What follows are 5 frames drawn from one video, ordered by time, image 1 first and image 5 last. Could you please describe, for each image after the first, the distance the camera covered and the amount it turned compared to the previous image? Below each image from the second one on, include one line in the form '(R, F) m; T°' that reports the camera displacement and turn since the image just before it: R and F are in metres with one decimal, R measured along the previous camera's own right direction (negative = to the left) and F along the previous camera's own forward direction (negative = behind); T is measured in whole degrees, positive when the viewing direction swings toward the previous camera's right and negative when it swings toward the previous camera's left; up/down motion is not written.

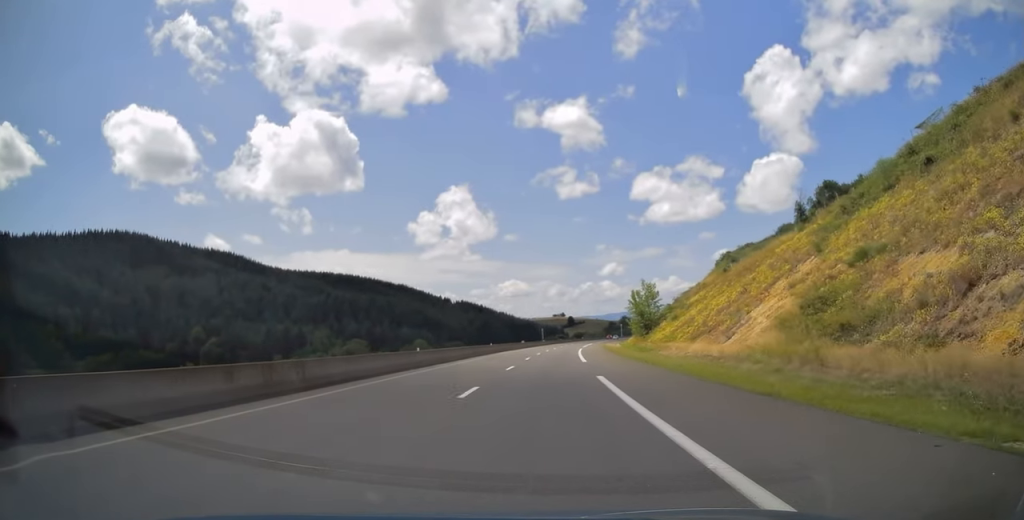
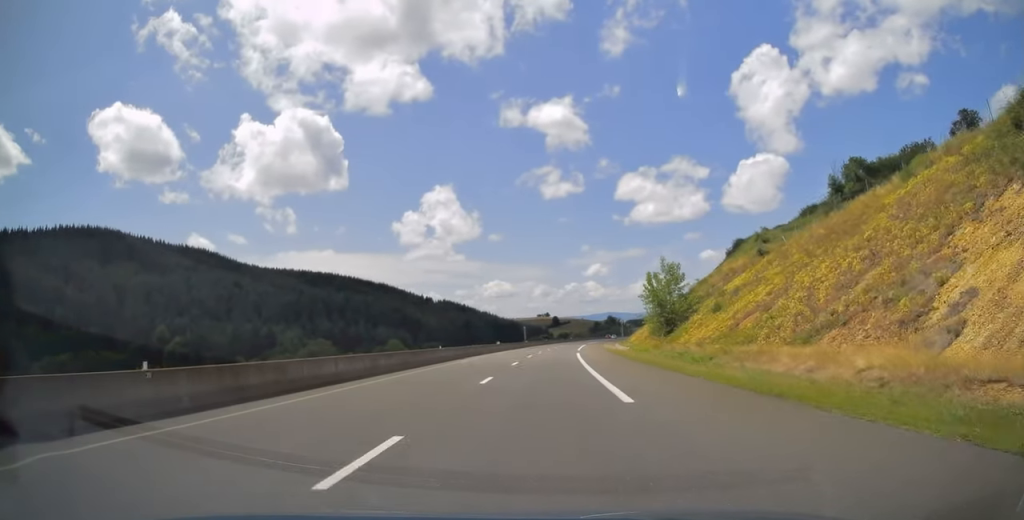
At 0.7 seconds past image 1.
(+0.3, +21.6) m; +1°
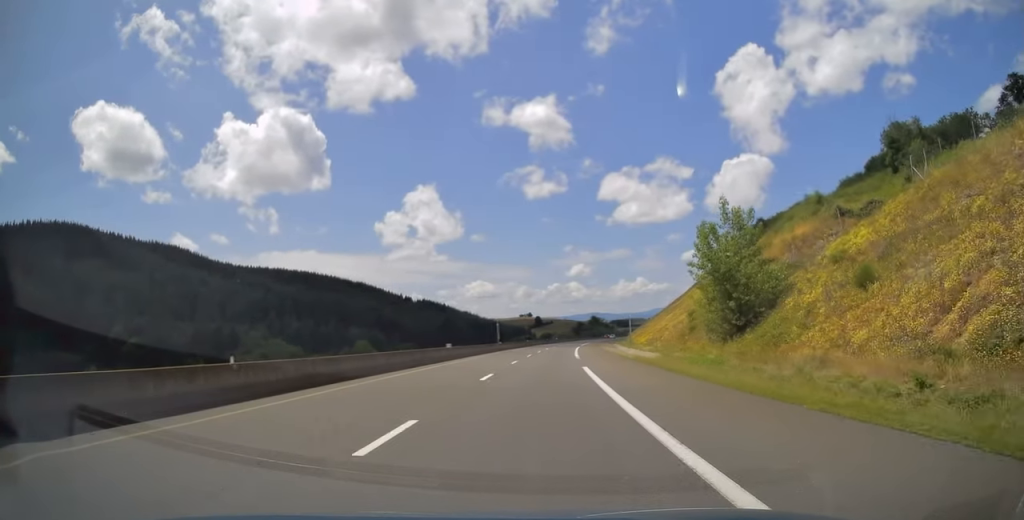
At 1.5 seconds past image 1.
(+0.3, +24.1) m; +1°
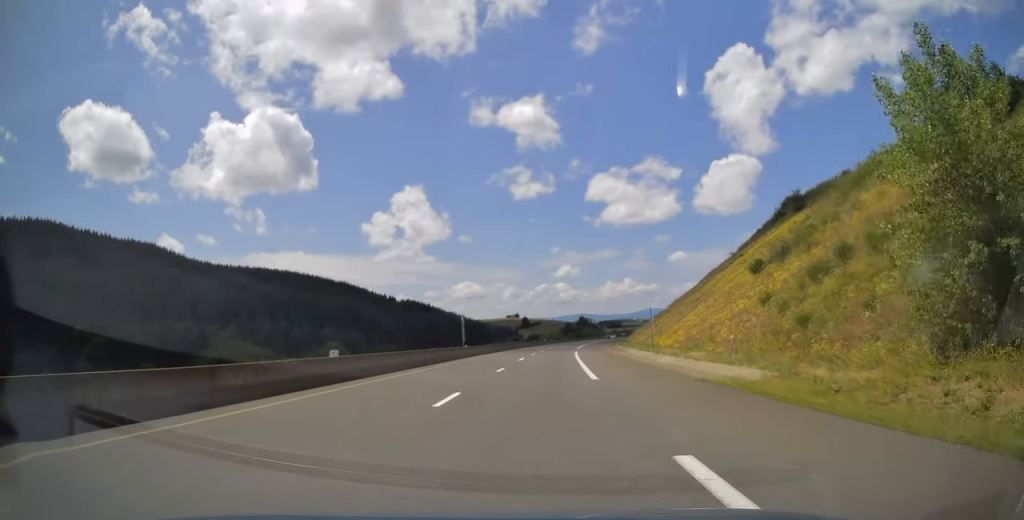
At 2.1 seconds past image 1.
(+0.2, +20.5) m; +1°
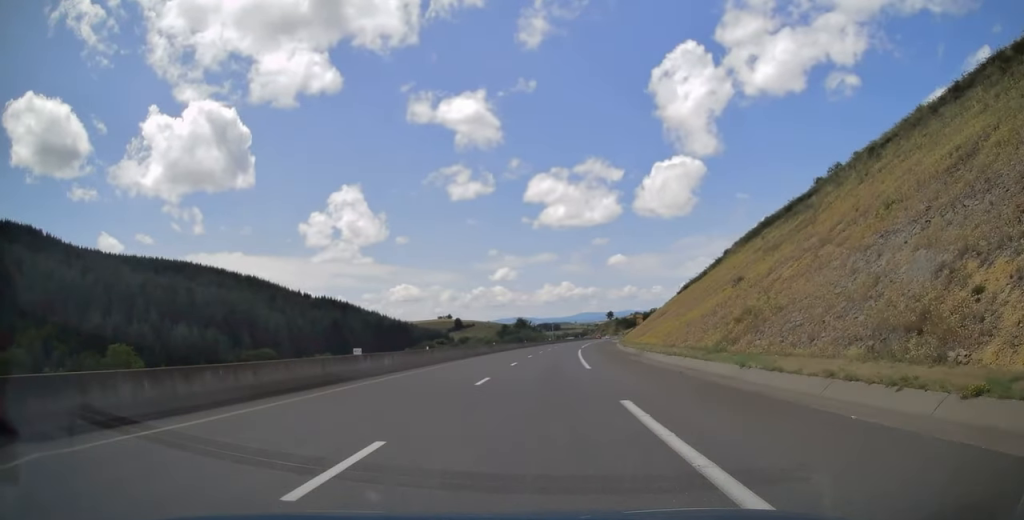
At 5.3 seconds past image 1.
(+5.5, +97.3) m; +6°
